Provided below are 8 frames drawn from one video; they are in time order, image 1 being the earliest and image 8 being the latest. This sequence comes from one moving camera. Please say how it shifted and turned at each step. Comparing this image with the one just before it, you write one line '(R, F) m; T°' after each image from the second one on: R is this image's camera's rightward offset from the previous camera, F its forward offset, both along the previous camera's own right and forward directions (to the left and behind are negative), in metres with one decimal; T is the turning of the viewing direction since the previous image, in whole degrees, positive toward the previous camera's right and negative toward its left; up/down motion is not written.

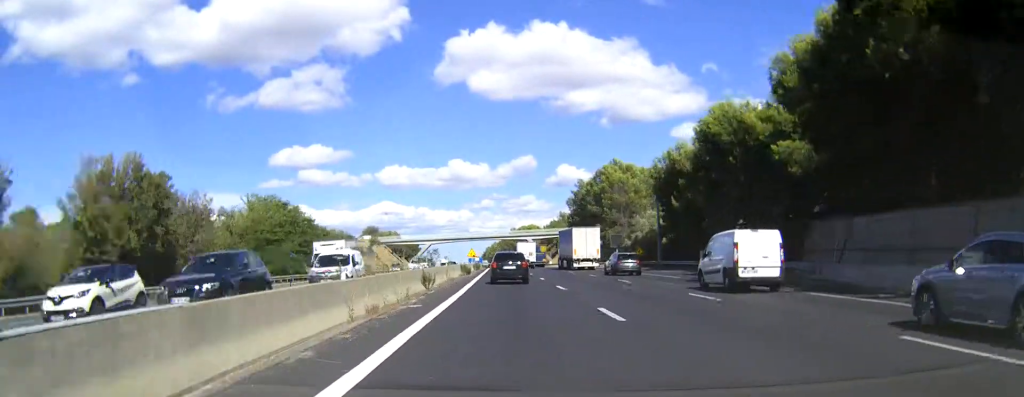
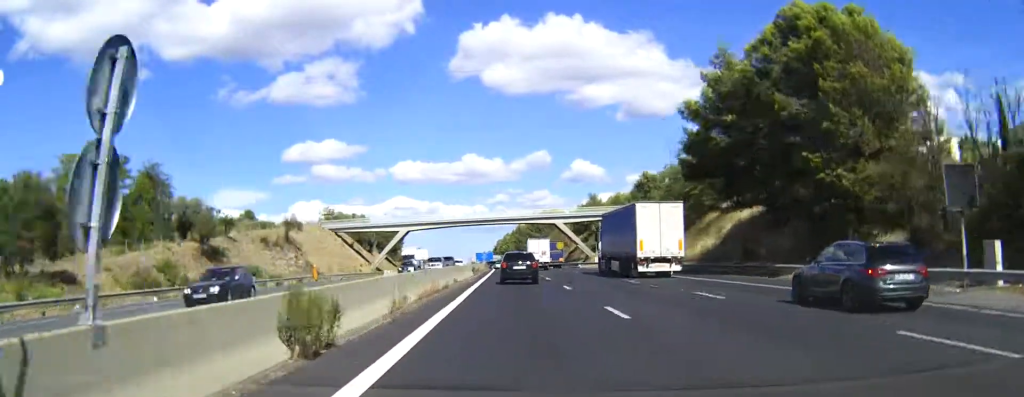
(0.0, +77.1) m; 0°
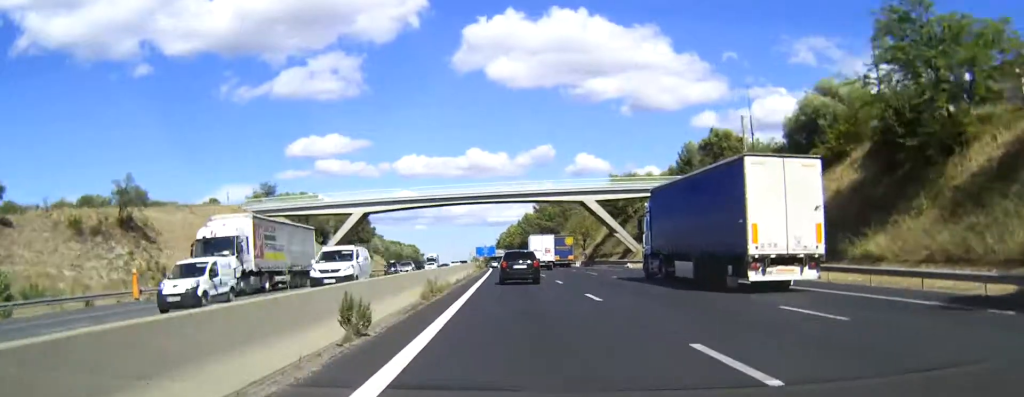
(0.0, +46.6) m; 0°
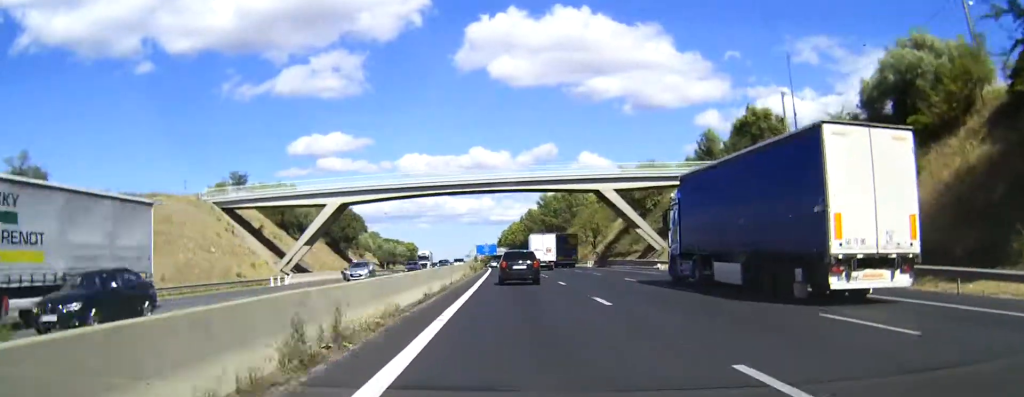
(0.0, +14.8) m; 0°
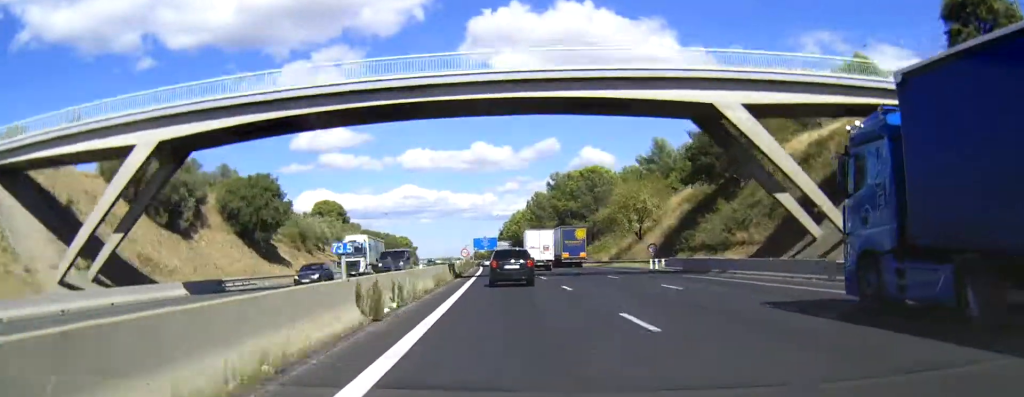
(-0.5, +45.3) m; -1°
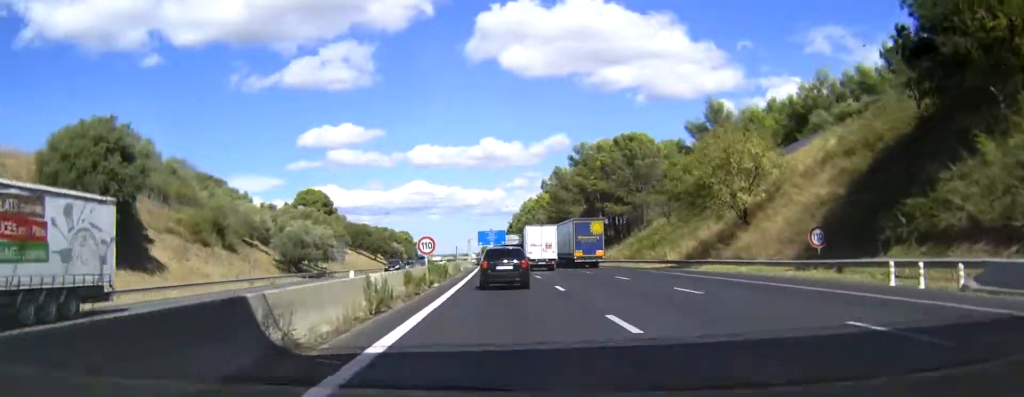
(-0.4, +39.4) m; -1°
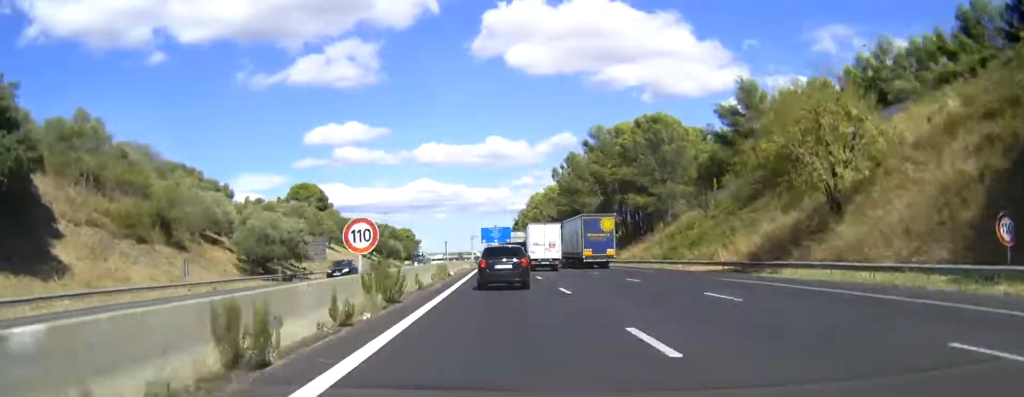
(0.0, +15.7) m; 0°
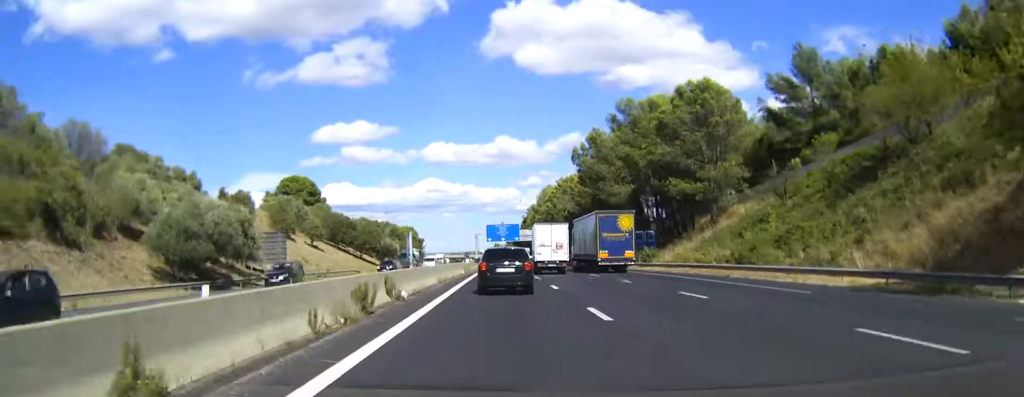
(-0.2, +21.2) m; -1°
